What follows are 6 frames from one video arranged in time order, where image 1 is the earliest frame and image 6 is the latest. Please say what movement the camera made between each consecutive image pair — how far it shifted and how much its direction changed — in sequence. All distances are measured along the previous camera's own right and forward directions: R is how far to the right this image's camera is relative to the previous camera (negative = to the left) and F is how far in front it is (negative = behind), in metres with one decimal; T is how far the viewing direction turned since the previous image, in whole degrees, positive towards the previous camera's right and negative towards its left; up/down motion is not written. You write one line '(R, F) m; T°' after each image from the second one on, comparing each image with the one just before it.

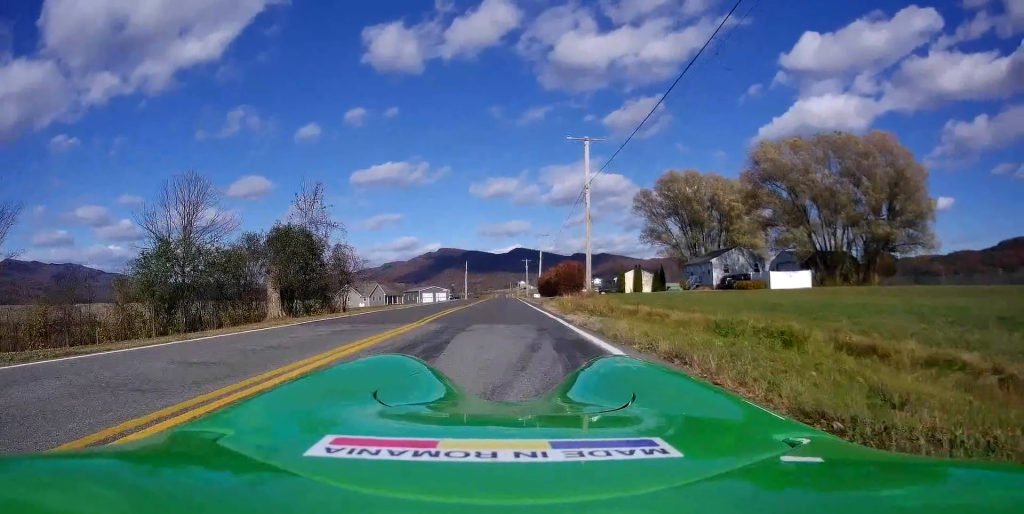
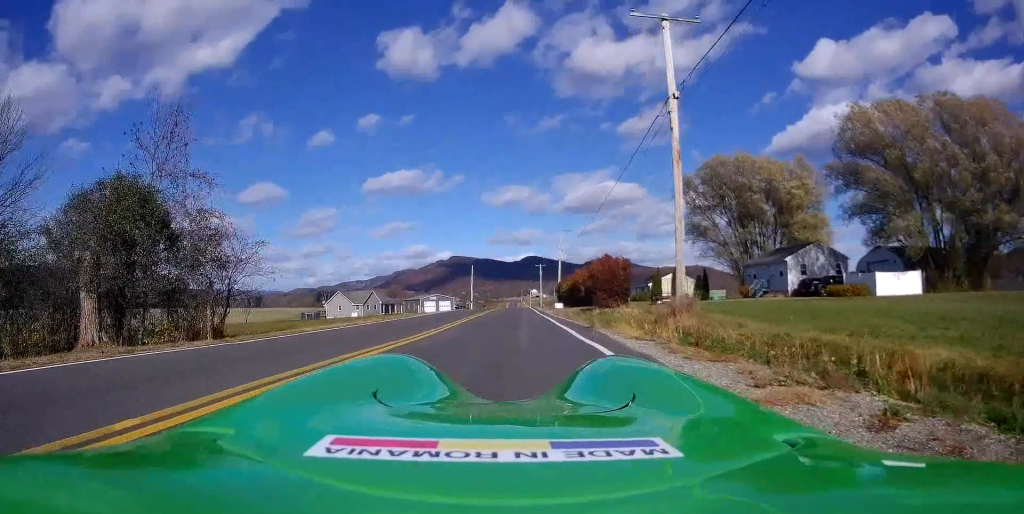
(+0.2, +17.5) m; -1°
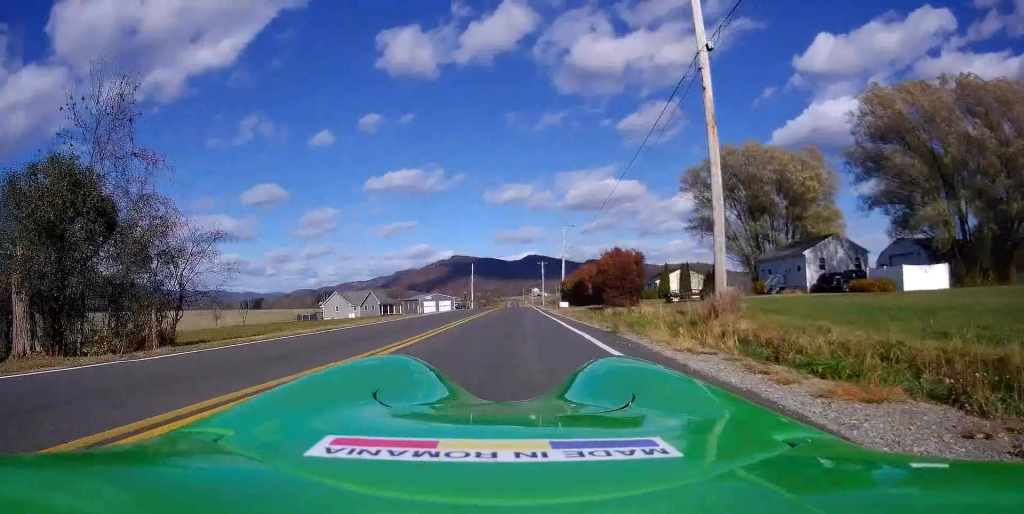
(0.0, +3.5) m; +4°
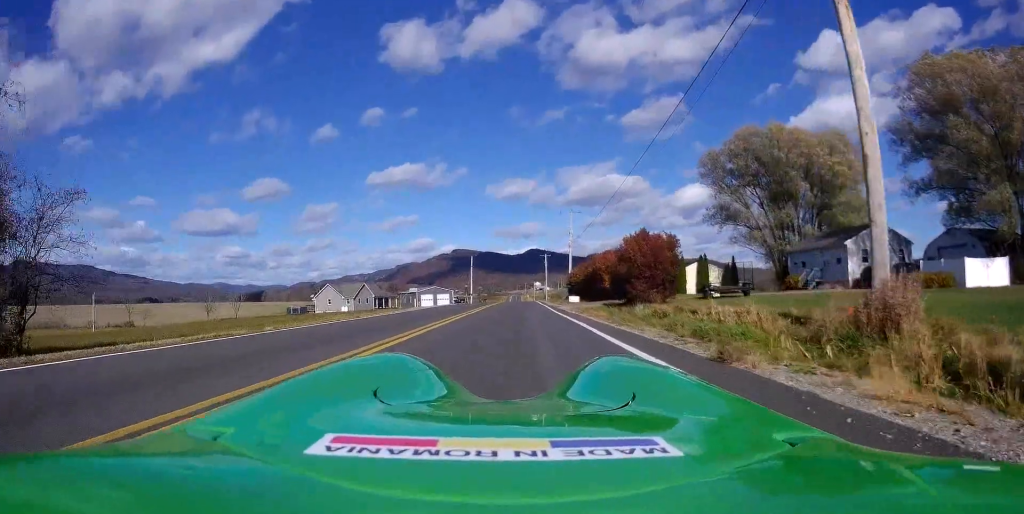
(+0.2, +7.0) m; -2°
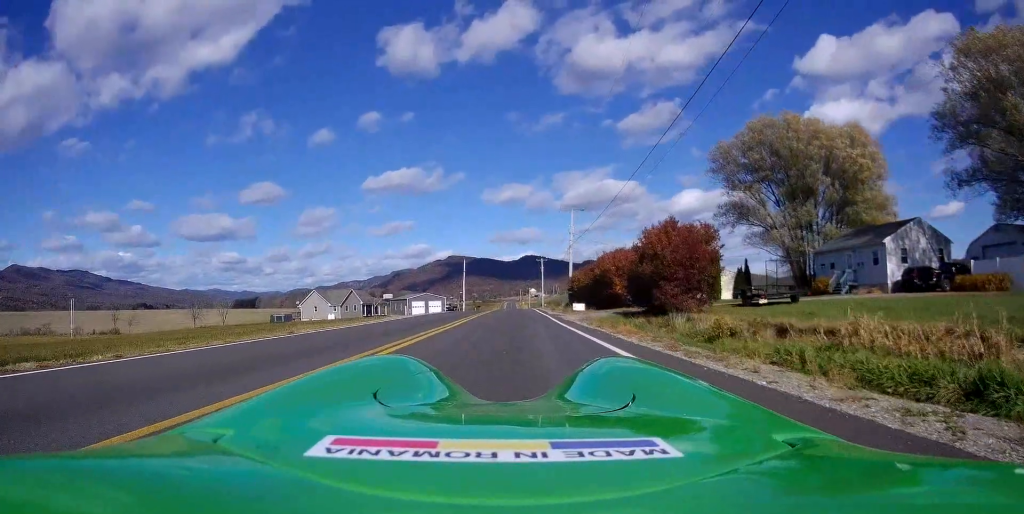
(-0.1, +6.0) m; -1°
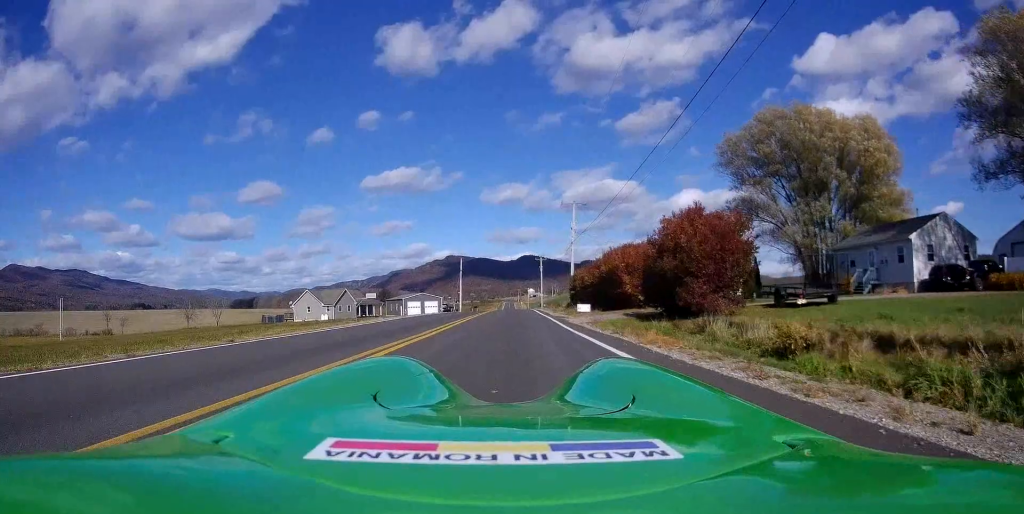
(+0.2, +3.2) m; -1°
